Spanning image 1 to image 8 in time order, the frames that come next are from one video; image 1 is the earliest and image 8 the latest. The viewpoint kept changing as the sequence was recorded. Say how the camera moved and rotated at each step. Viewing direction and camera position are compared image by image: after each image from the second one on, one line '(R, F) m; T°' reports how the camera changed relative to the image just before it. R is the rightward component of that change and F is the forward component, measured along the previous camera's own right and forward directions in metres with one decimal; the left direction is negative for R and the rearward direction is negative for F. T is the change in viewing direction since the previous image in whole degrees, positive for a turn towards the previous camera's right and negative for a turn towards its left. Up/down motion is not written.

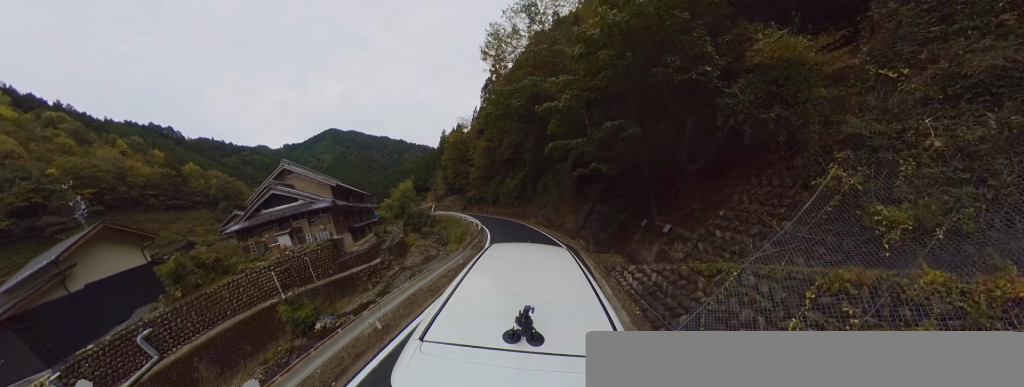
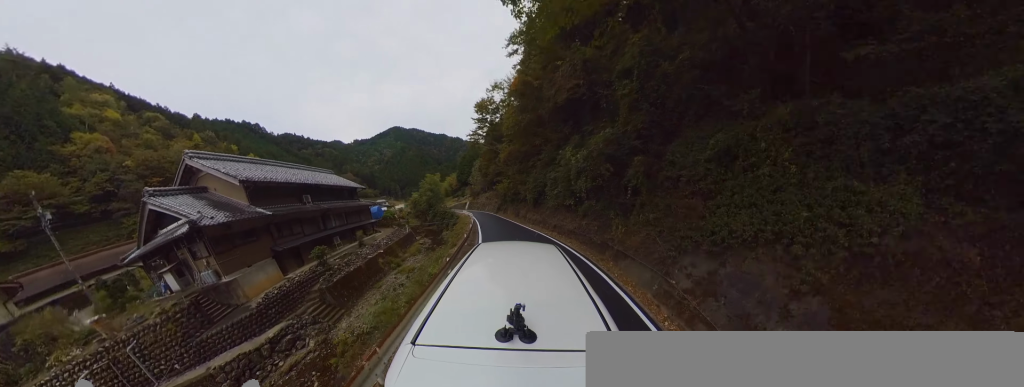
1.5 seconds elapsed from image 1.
(-3.8, +12.9) m; -22°
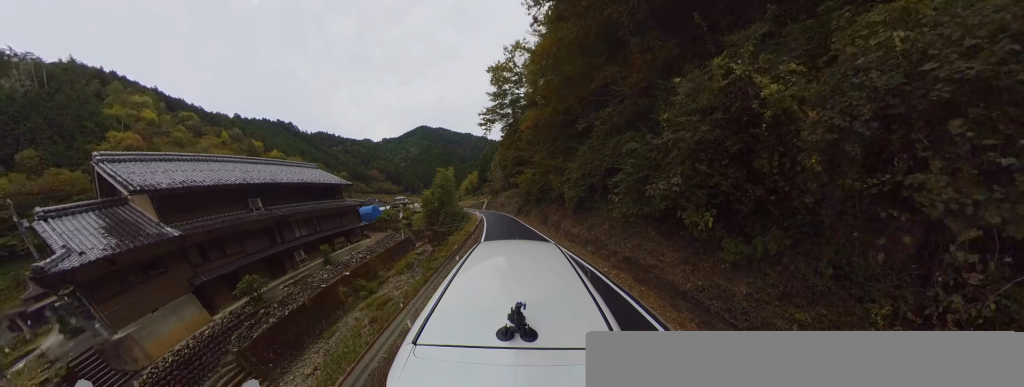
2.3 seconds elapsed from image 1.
(+0.5, +7.4) m; +2°
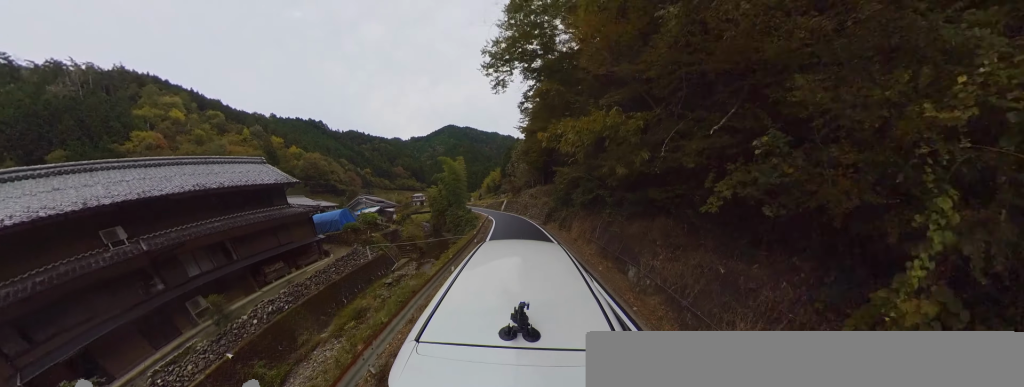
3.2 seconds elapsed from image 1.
(0.0, +9.6) m; -4°
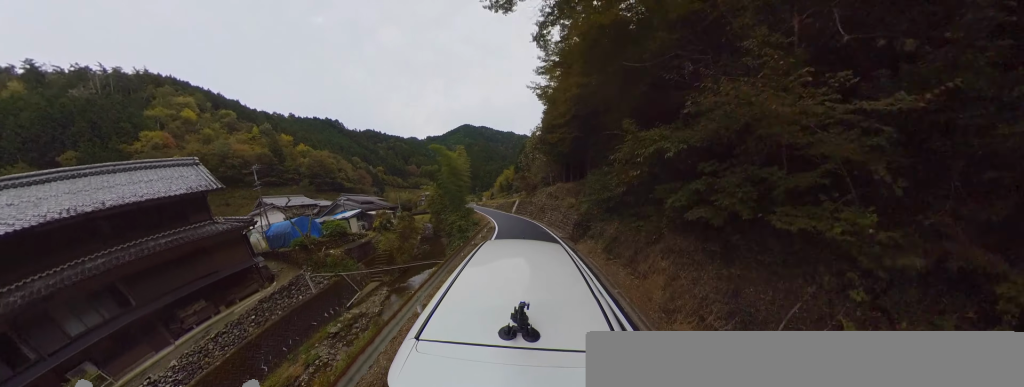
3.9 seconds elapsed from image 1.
(-0.4, +7.4) m; -7°
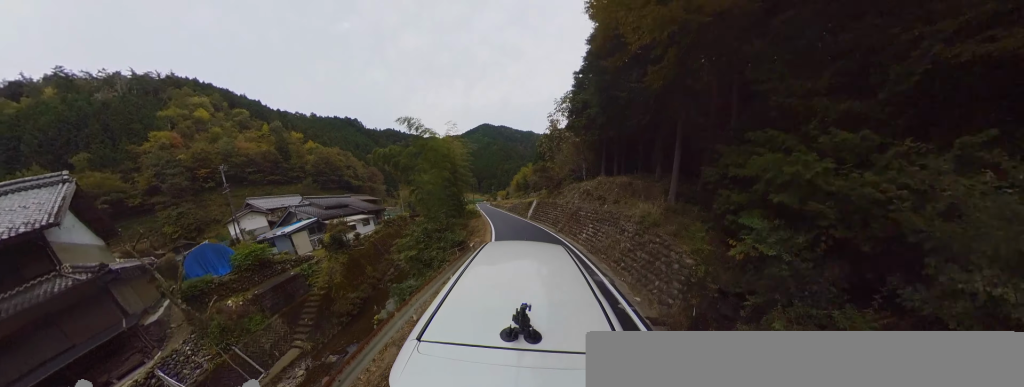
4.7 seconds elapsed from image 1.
(-0.7, +9.3) m; -11°
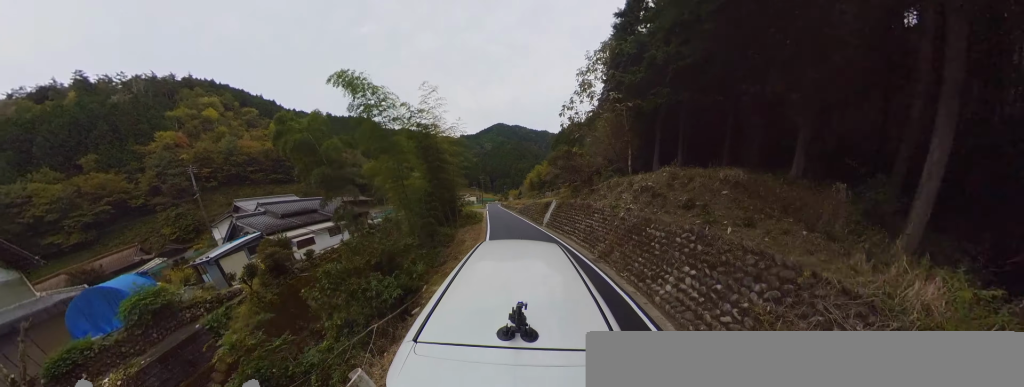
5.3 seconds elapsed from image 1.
(-0.6, +7.3) m; -8°
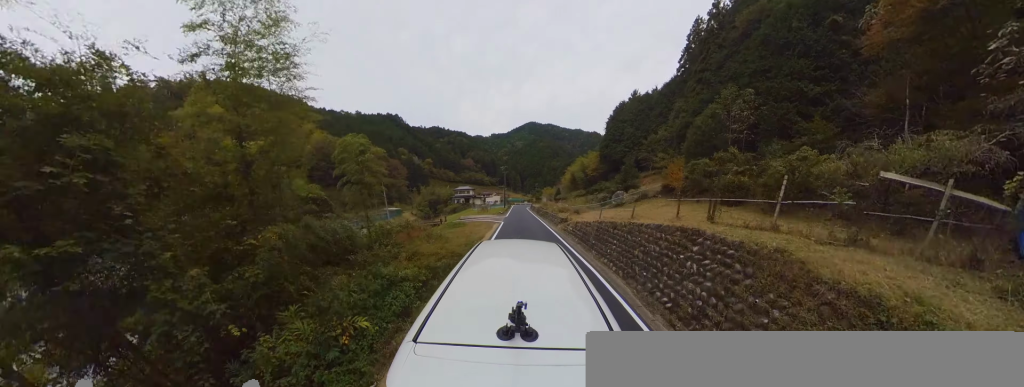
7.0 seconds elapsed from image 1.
(-0.7, +20.9) m; +3°
